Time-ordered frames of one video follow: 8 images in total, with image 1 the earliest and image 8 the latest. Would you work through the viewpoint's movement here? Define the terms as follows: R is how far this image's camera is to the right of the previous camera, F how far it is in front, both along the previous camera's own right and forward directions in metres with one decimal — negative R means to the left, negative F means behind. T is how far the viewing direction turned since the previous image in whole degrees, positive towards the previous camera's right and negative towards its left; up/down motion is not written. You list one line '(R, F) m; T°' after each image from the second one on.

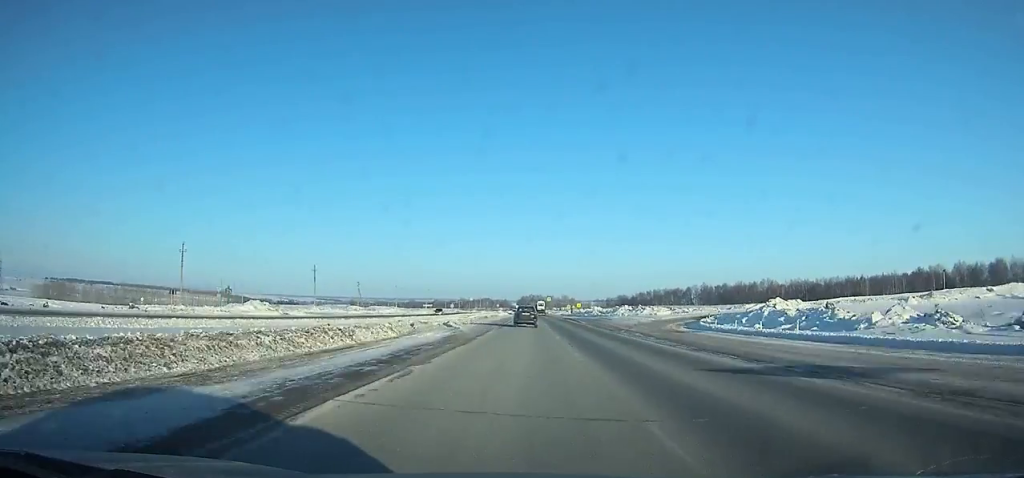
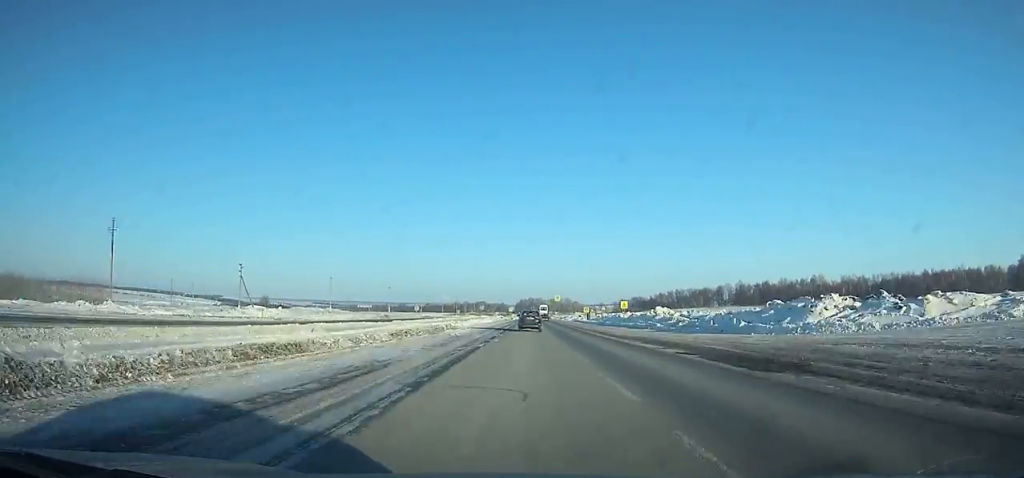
(-0.2, +72.6) m; 0°
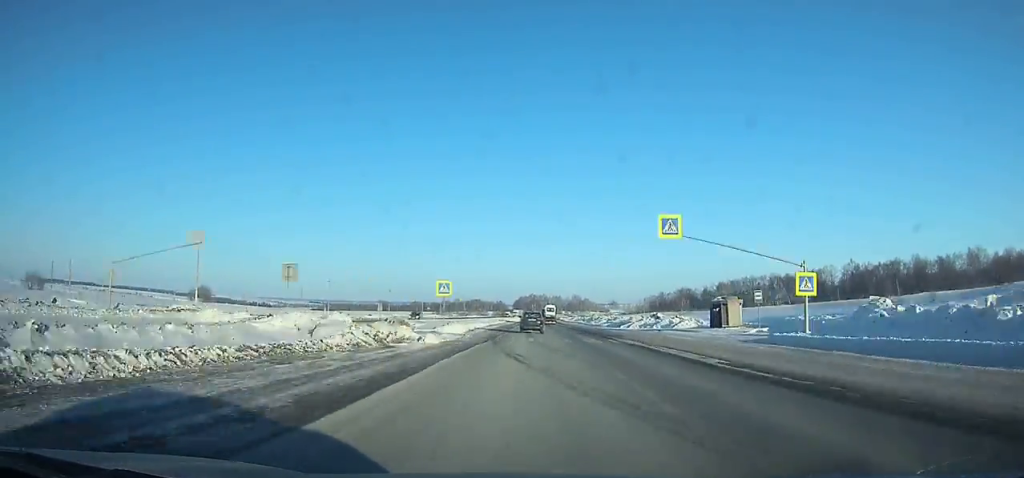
(0.0, +123.8) m; 0°
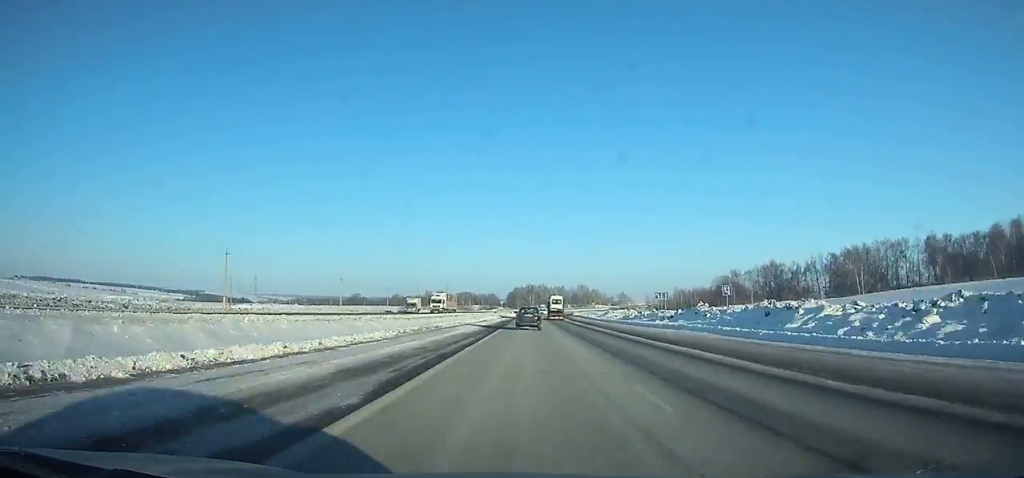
(+0.2, +107.2) m; 0°
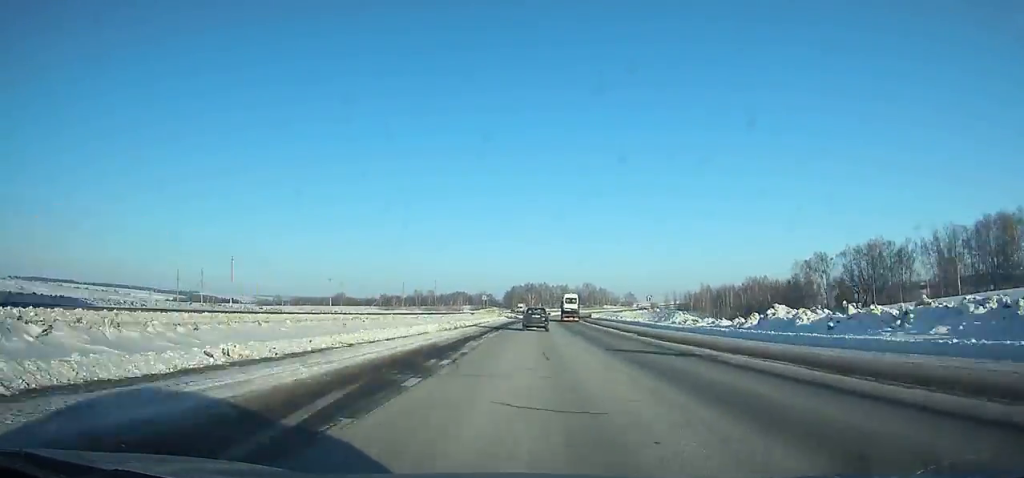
(+0.1, +58.5) m; +1°
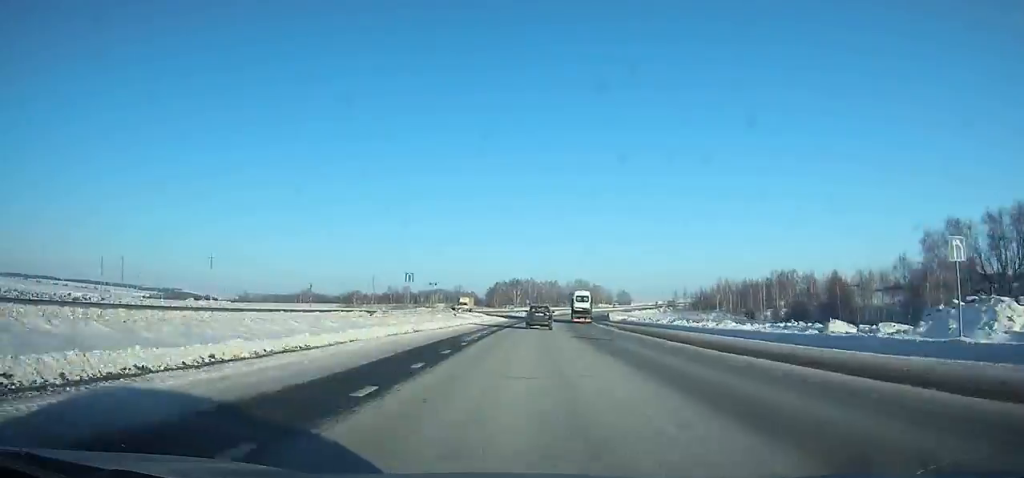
(-0.4, +50.4) m; +1°
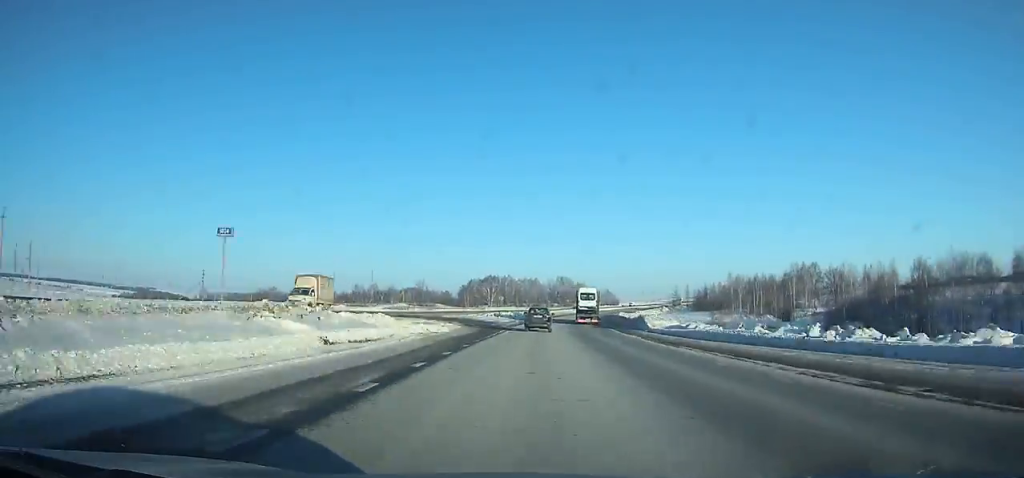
(+1.2, +39.5) m; +2°
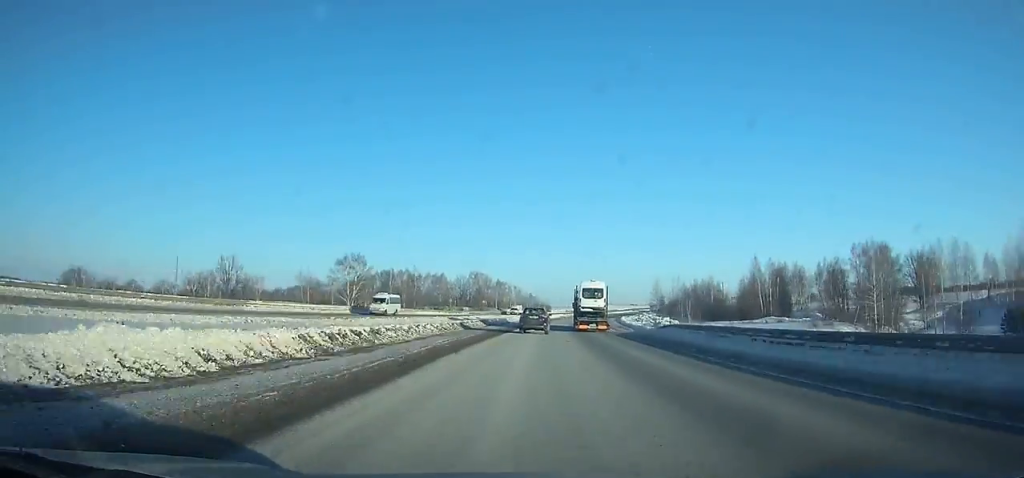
(+4.7, +92.0) m; +7°
